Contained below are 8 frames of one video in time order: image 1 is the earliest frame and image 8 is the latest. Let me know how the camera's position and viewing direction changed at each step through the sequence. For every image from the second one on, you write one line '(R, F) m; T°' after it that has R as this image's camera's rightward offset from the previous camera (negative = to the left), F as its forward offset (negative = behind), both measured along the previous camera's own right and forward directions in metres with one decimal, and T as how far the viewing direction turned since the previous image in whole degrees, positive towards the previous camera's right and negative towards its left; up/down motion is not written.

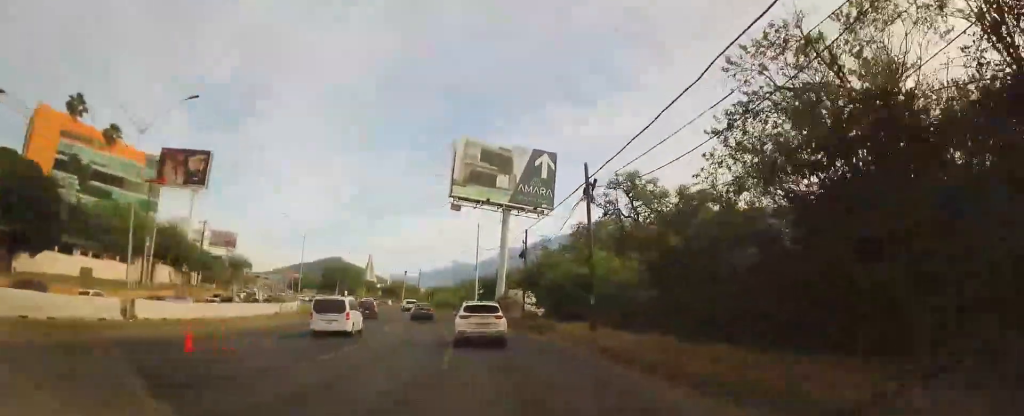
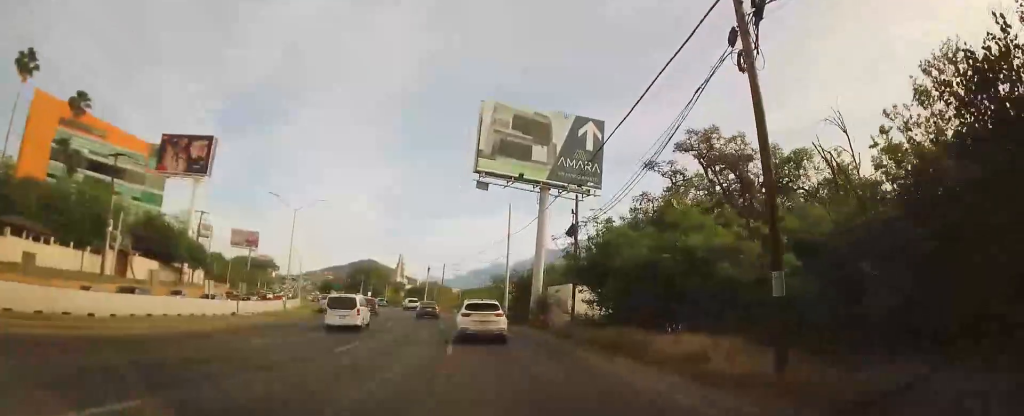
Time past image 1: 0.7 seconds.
(-0.6, +12.7) m; -5°
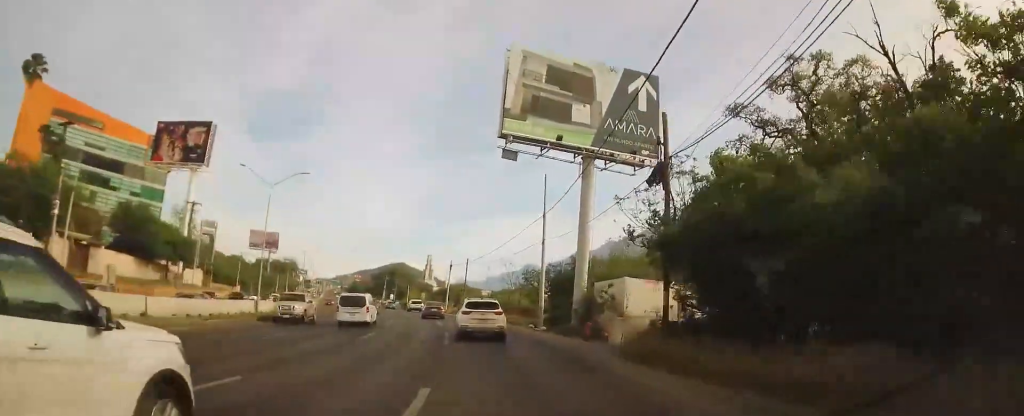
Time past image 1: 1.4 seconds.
(-0.4, +11.9) m; -4°
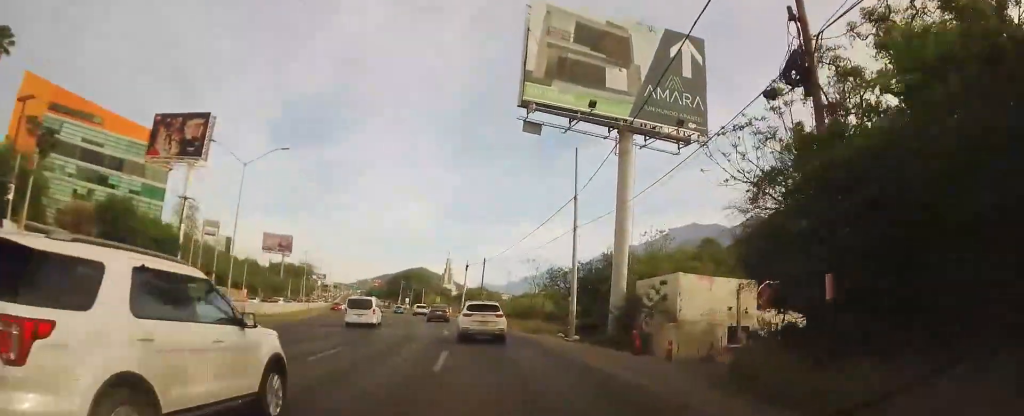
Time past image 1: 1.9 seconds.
(-0.3, +7.6) m; -2°
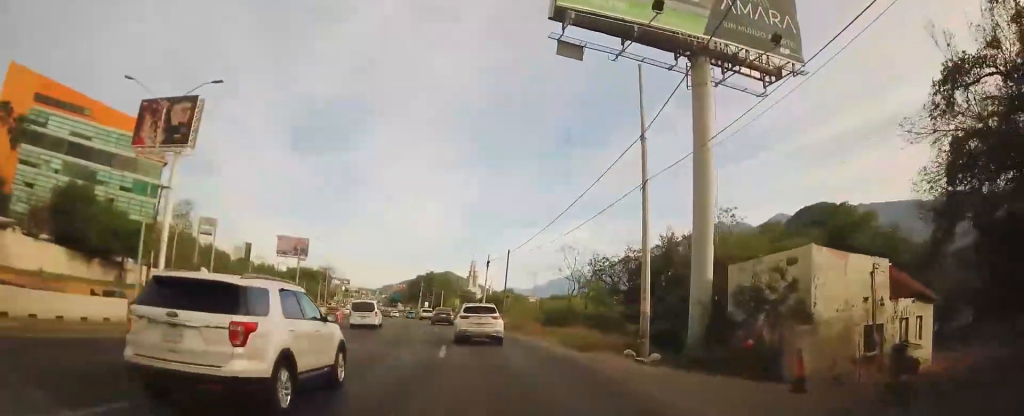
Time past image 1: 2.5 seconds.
(-0.2, +11.3) m; -2°
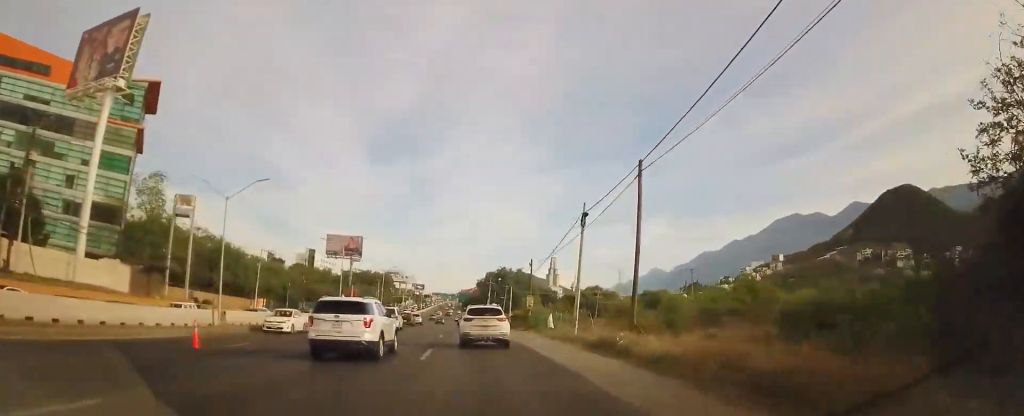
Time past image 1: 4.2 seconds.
(-1.8, +30.4) m; -9°
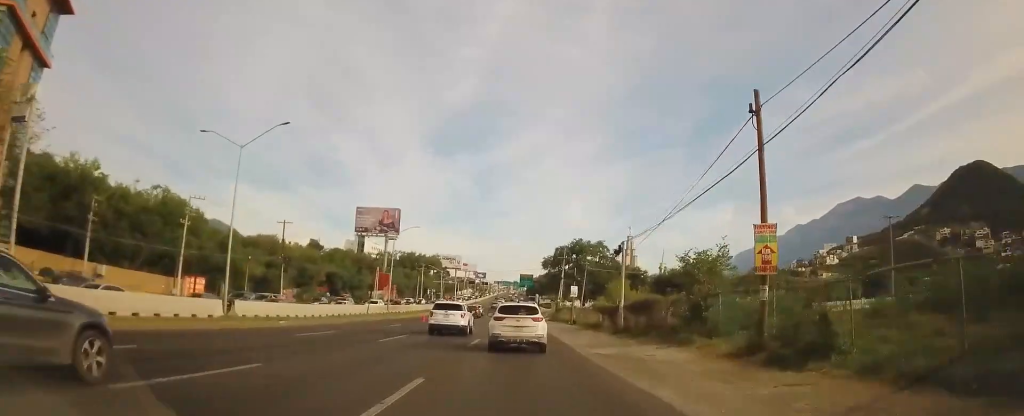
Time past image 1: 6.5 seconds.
(-3.2, +40.3) m; -5°
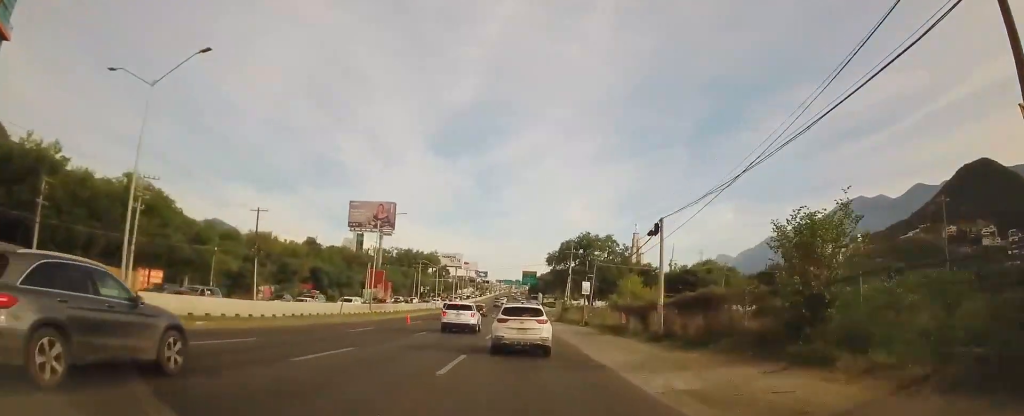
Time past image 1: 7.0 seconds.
(+0.2, +8.9) m; 0°
